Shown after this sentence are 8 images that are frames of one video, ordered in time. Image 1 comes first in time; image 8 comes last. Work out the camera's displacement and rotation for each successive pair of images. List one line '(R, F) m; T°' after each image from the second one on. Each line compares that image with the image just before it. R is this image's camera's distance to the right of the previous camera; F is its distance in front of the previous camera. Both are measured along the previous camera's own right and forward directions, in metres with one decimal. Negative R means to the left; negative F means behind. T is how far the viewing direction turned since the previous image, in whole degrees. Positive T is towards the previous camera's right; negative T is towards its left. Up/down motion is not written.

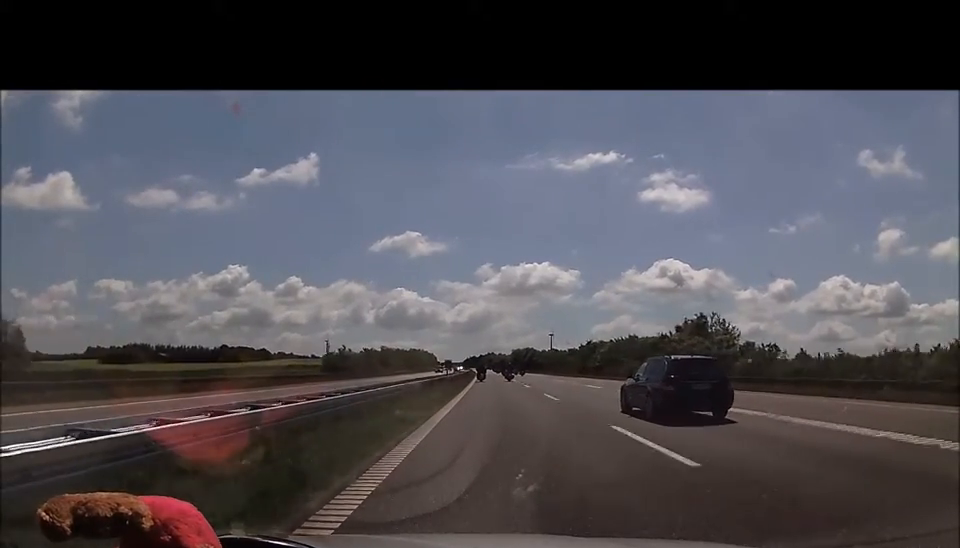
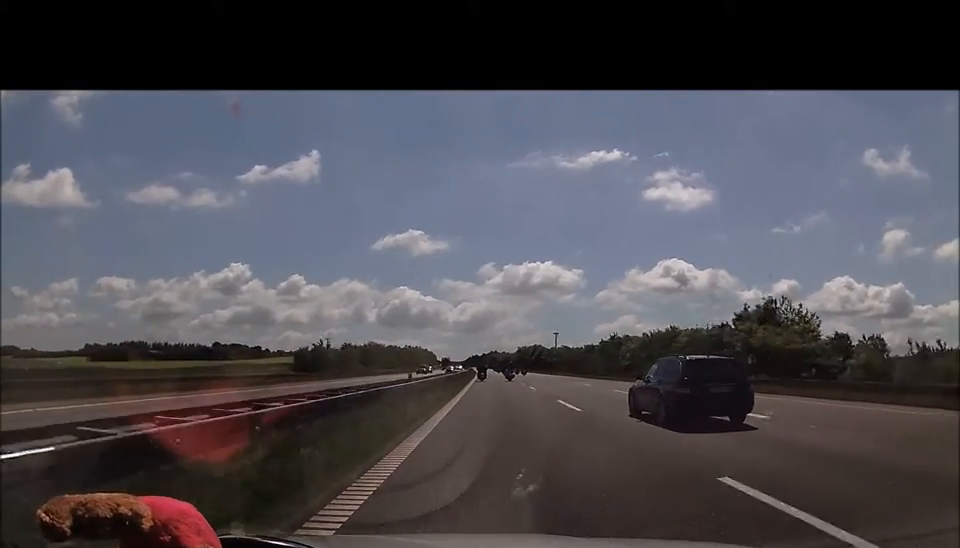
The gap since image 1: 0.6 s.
(-0.1, +21.5) m; 0°
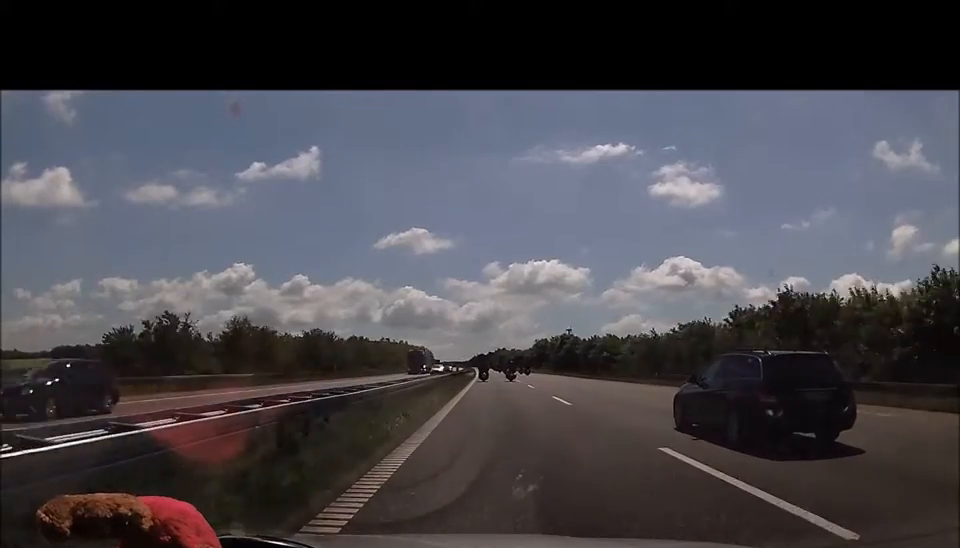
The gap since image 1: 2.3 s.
(-0.5, +59.6) m; 0°
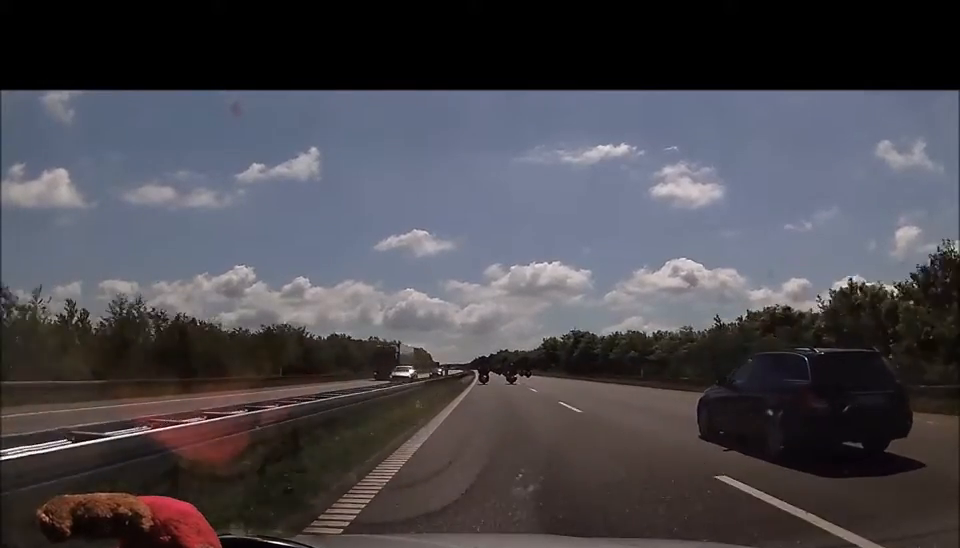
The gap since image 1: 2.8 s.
(-0.1, +20.2) m; 0°
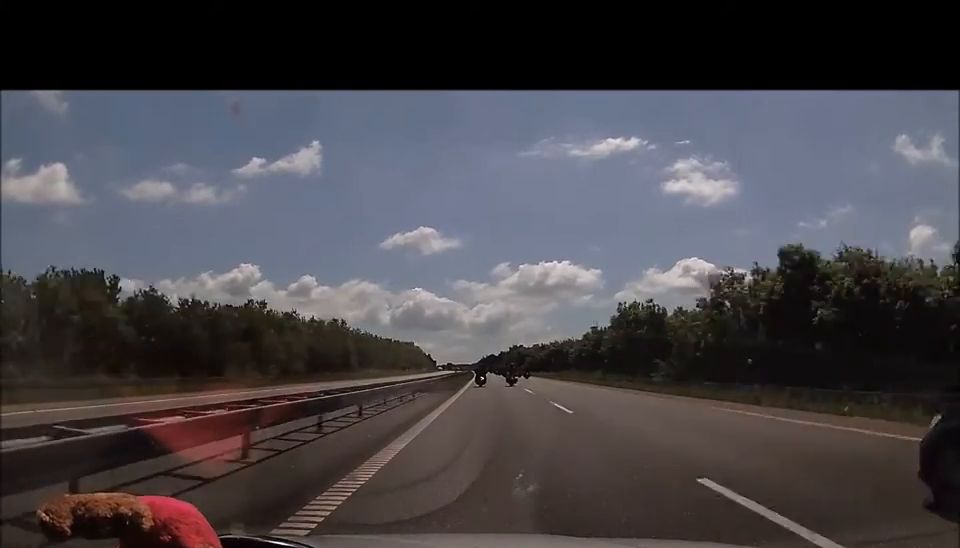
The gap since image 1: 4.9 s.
(-0.8, +75.0) m; -1°
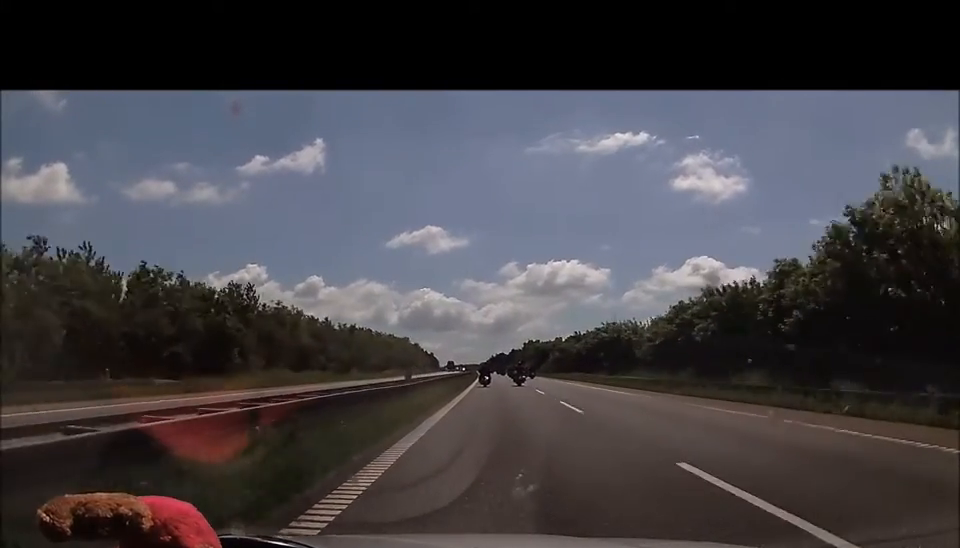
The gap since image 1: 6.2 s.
(-0.2, +45.2) m; -1°
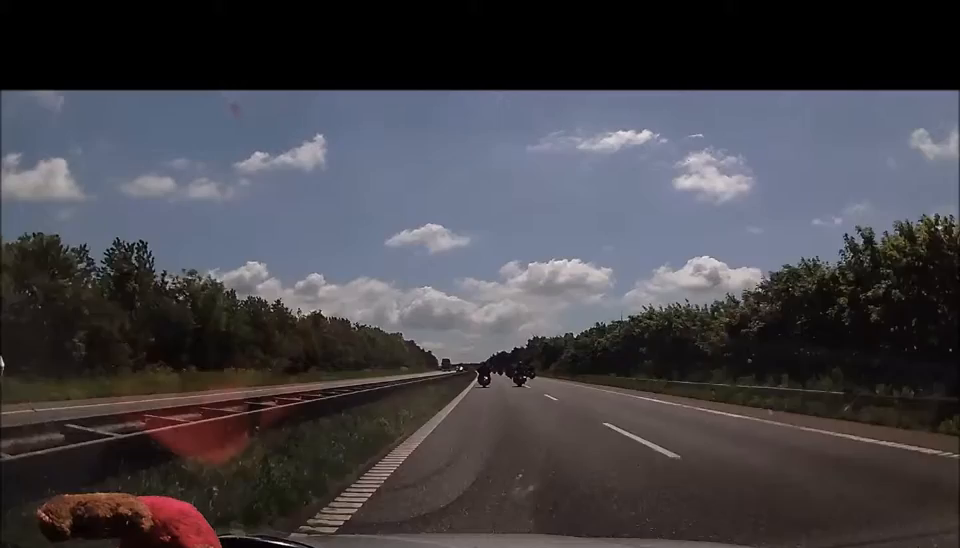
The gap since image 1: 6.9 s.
(-0.1, +23.8) m; 0°
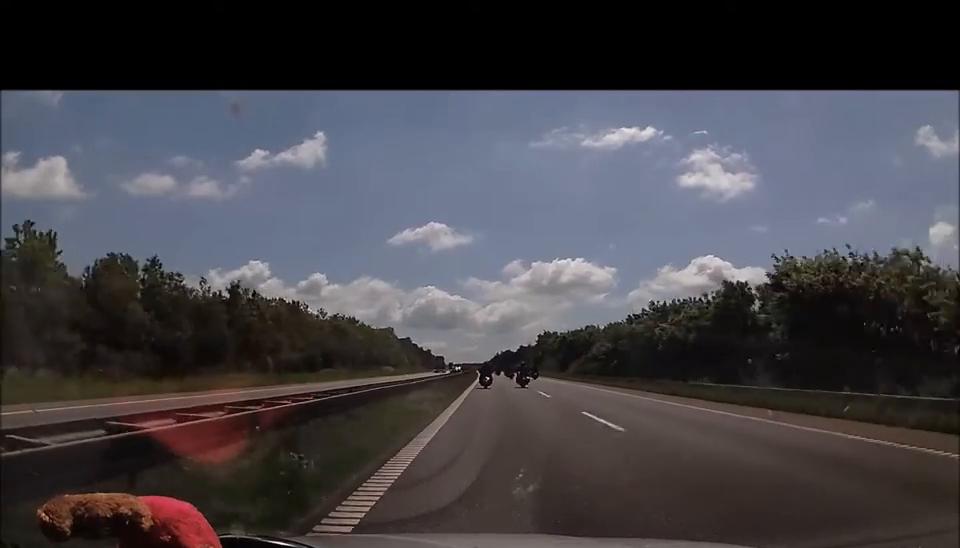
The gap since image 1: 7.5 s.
(-0.1, +22.5) m; 0°
